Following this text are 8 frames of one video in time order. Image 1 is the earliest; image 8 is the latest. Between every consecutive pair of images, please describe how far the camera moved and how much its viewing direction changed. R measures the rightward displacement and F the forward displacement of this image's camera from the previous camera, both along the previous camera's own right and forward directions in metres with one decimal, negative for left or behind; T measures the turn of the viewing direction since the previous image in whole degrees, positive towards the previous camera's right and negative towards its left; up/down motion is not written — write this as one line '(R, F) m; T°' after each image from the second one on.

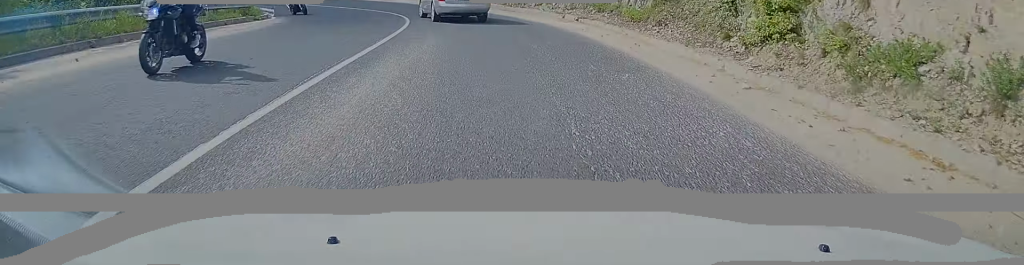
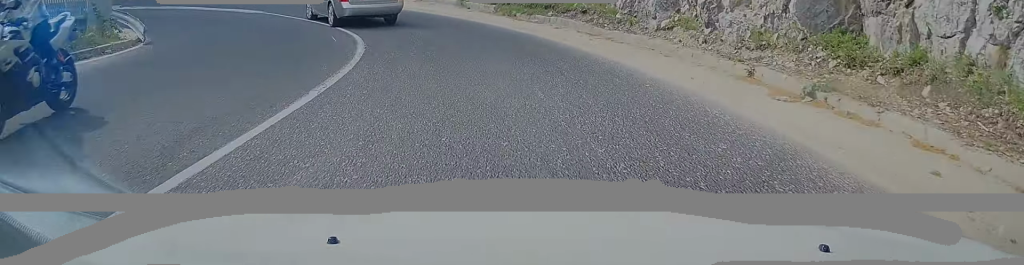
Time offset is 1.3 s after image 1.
(-0.5, +14.9) m; -7°
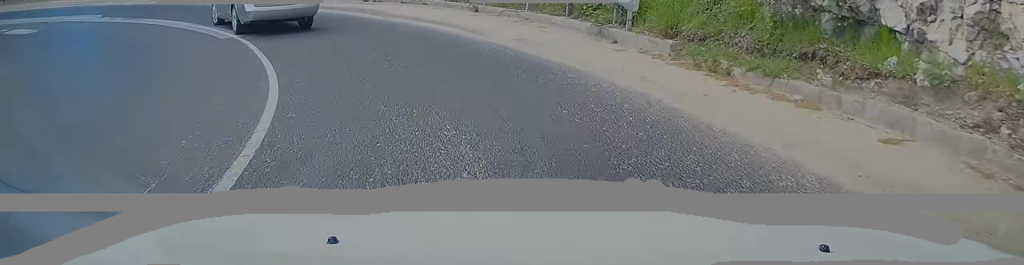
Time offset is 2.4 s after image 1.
(-1.1, +11.3) m; -14°
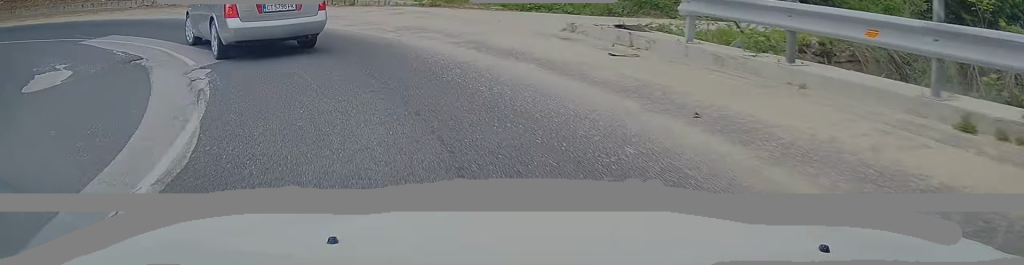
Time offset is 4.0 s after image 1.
(-4.2, +15.0) m; -36°
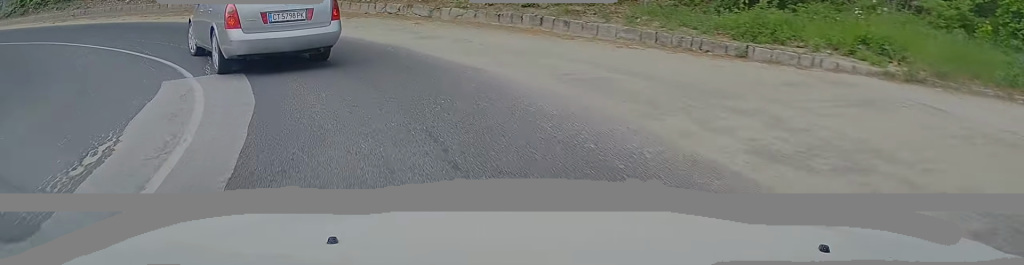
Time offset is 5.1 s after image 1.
(-2.2, +9.2) m; -24°
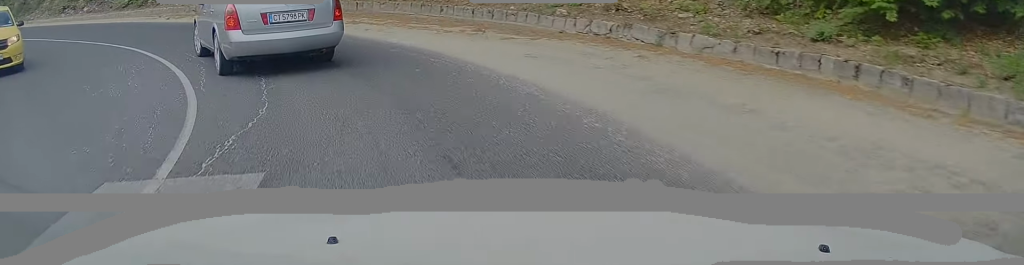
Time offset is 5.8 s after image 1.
(-0.7, +5.3) m; -11°
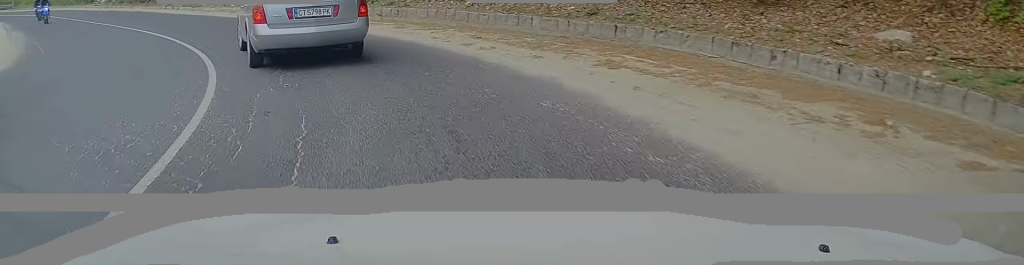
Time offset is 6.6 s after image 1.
(-0.8, +6.6) m; -17°
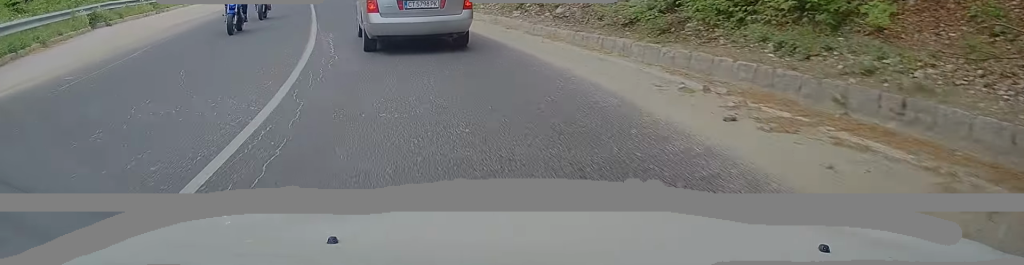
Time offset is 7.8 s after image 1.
(-2.5, +8.8) m; -32°
